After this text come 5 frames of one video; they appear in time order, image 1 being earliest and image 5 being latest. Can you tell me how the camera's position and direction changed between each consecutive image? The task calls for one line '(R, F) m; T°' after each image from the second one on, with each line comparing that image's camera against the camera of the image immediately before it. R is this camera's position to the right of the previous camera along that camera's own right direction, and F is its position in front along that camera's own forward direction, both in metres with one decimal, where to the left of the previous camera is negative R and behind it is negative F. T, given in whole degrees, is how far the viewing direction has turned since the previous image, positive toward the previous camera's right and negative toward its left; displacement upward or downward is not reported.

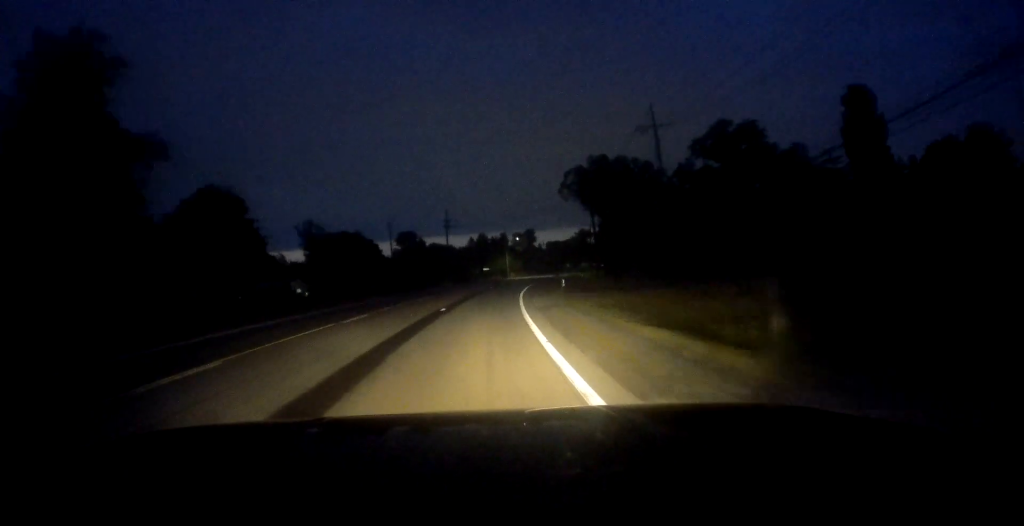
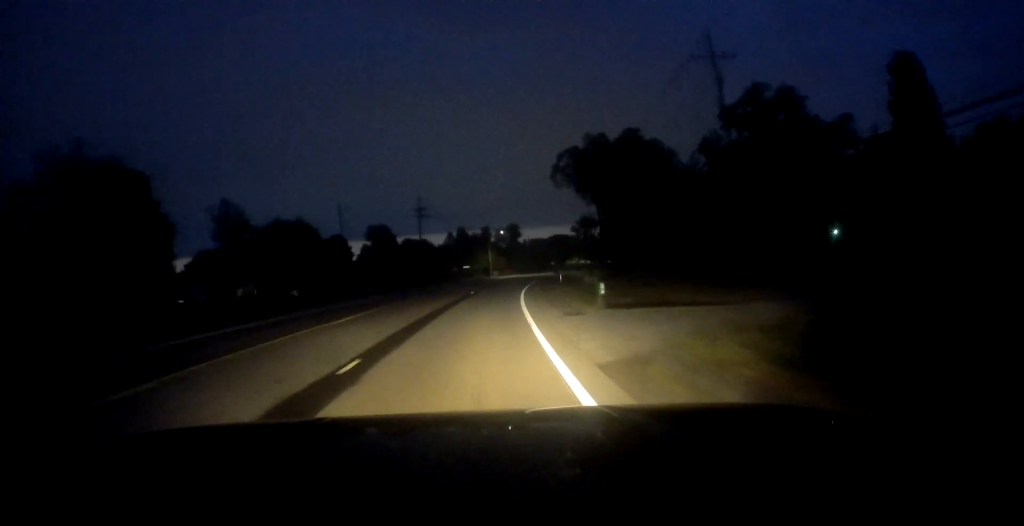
(+0.2, +16.8) m; +3°
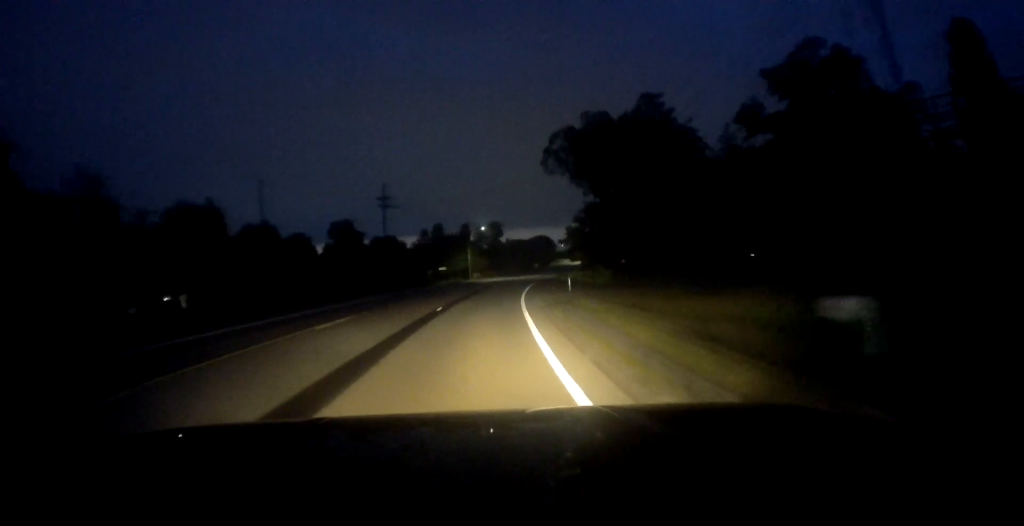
(+0.8, +16.4) m; +2°
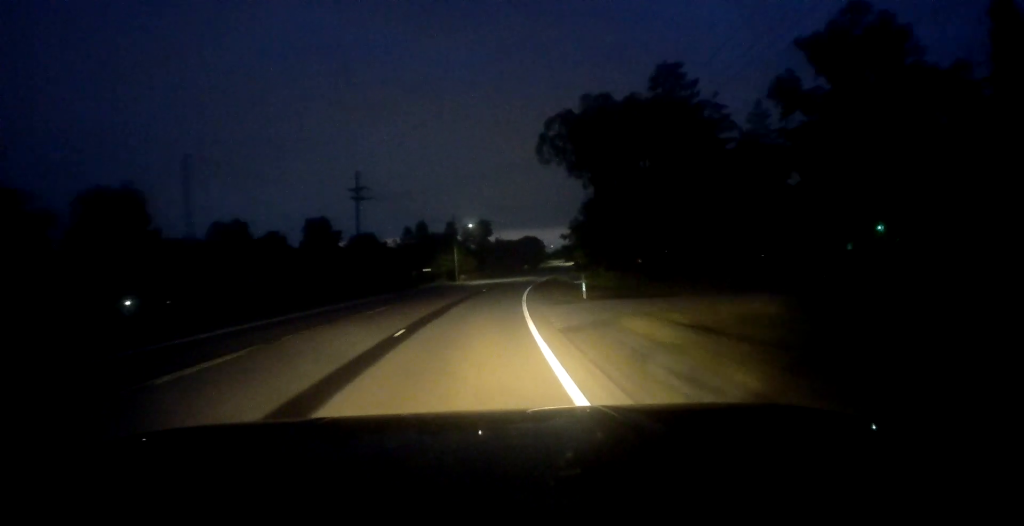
(+0.1, +9.5) m; 0°
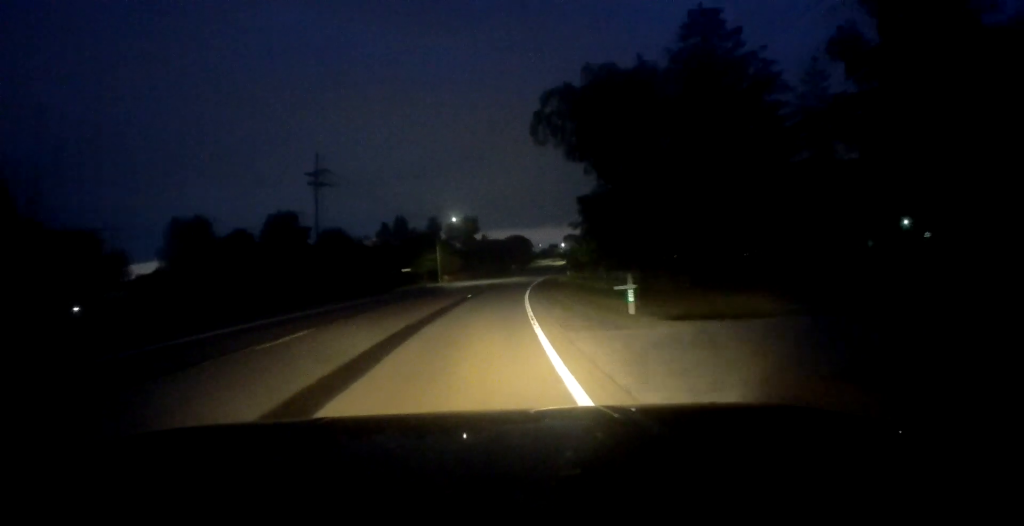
(-0.1, +11.5) m; 0°
